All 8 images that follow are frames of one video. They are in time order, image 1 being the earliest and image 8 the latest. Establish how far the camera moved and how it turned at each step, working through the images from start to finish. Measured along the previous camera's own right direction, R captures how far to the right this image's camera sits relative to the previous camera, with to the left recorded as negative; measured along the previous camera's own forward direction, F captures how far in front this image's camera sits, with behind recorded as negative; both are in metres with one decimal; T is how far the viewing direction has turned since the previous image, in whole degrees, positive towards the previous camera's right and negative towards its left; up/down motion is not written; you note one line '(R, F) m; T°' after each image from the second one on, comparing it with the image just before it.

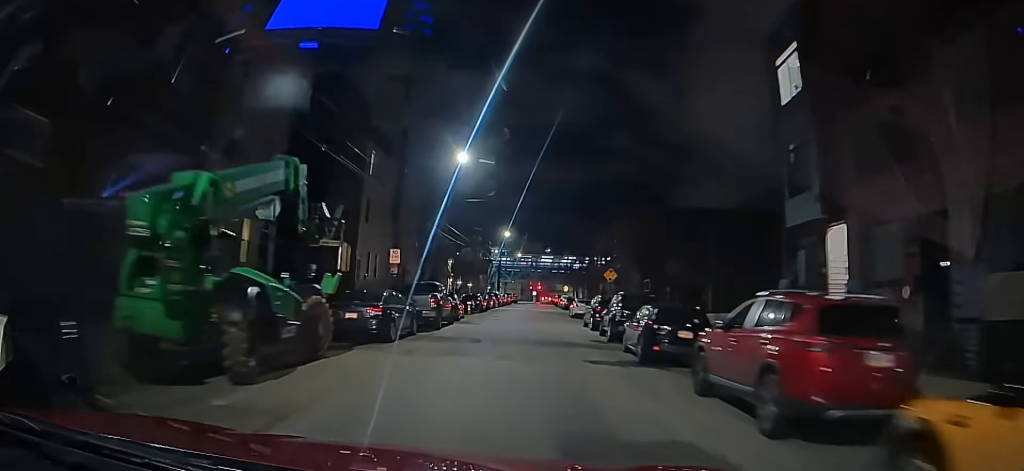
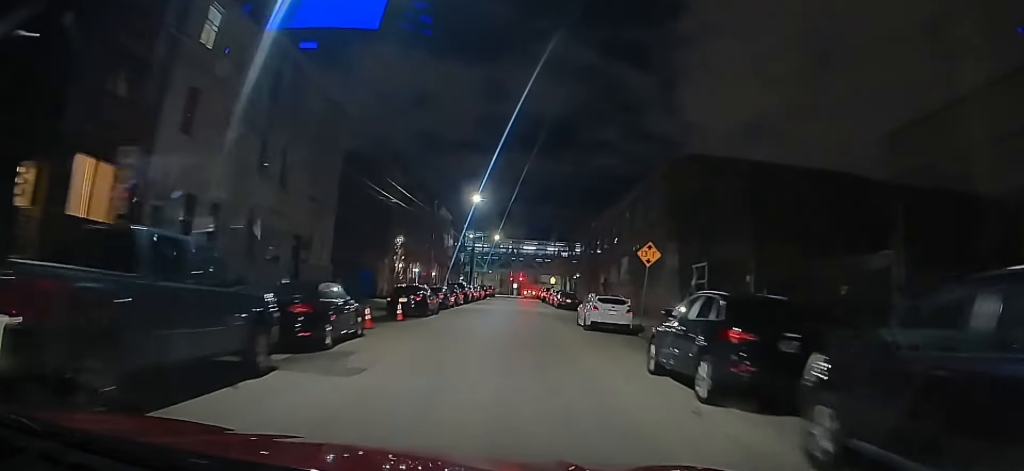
(-0.2, +17.8) m; 0°
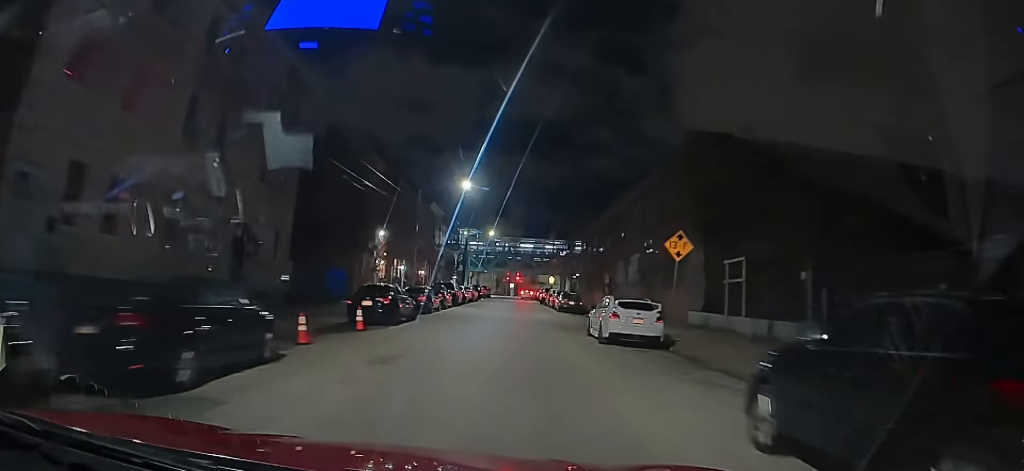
(+0.1, +4.8) m; +1°
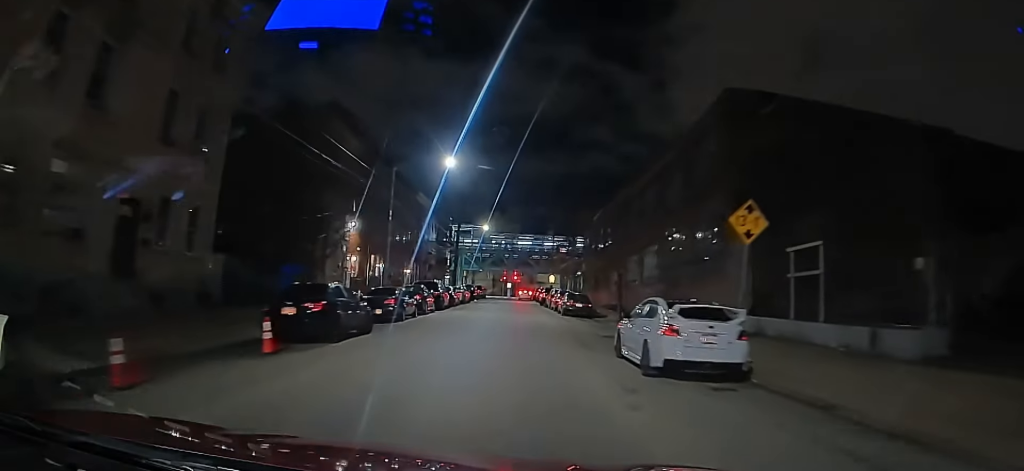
(0.0, +5.9) m; +1°
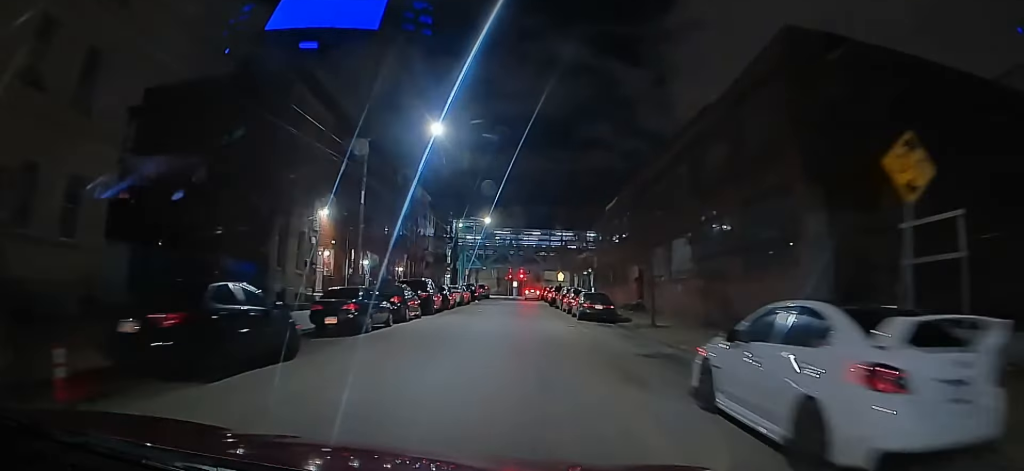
(+0.1, +6.1) m; 0°
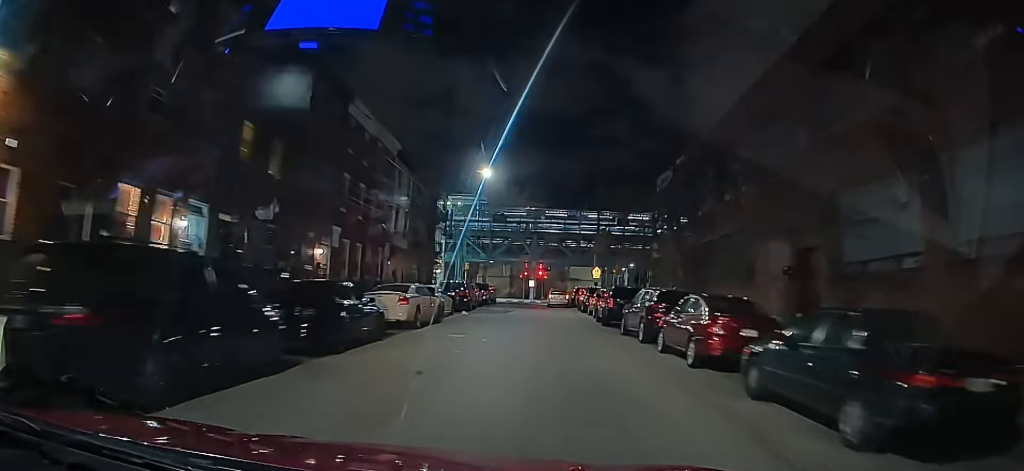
(-0.4, +21.0) m; -1°
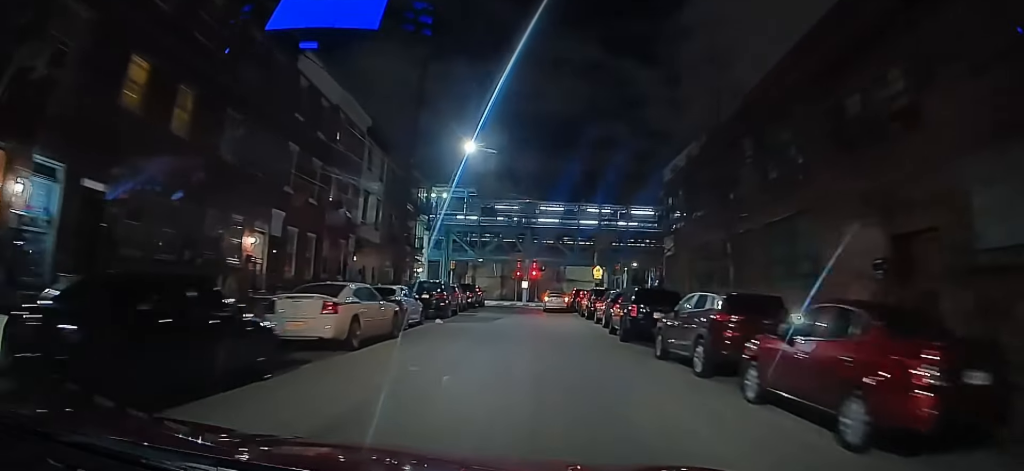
(0.0, +6.0) m; +1°
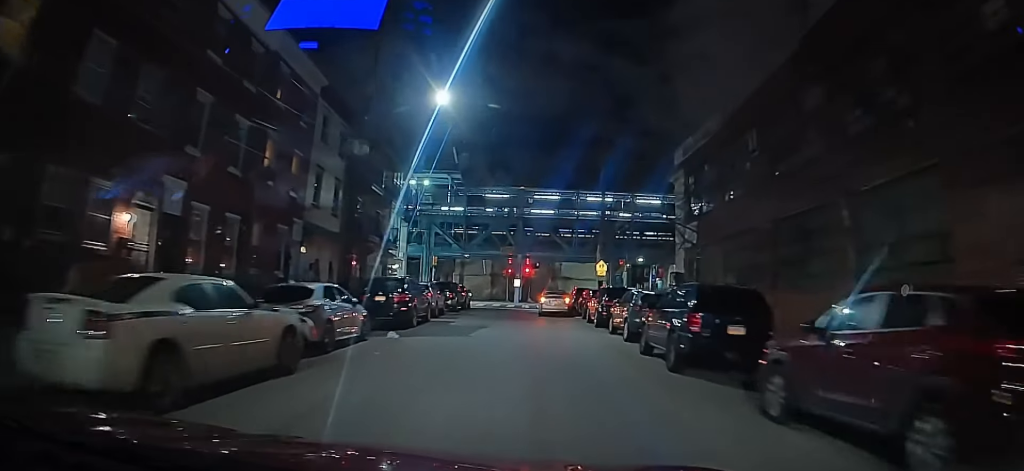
(+0.1, +6.8) m; +1°
